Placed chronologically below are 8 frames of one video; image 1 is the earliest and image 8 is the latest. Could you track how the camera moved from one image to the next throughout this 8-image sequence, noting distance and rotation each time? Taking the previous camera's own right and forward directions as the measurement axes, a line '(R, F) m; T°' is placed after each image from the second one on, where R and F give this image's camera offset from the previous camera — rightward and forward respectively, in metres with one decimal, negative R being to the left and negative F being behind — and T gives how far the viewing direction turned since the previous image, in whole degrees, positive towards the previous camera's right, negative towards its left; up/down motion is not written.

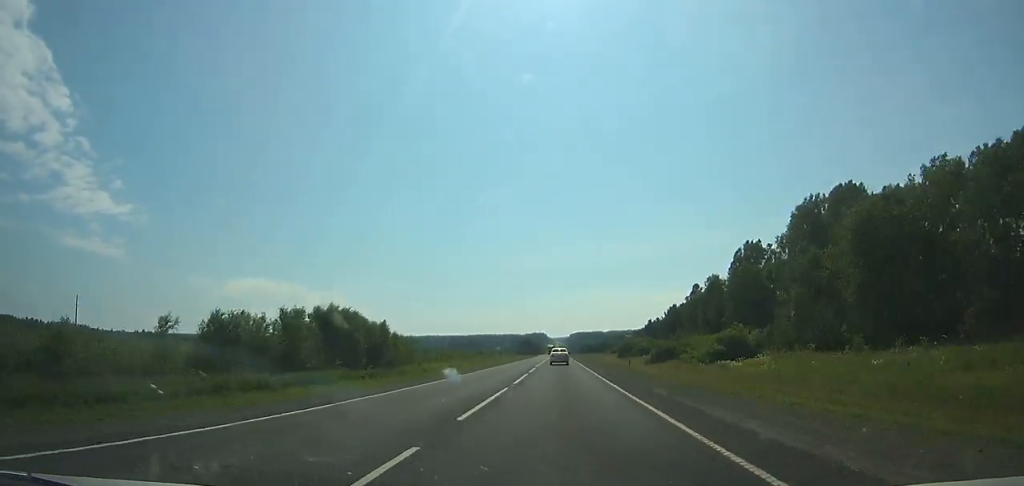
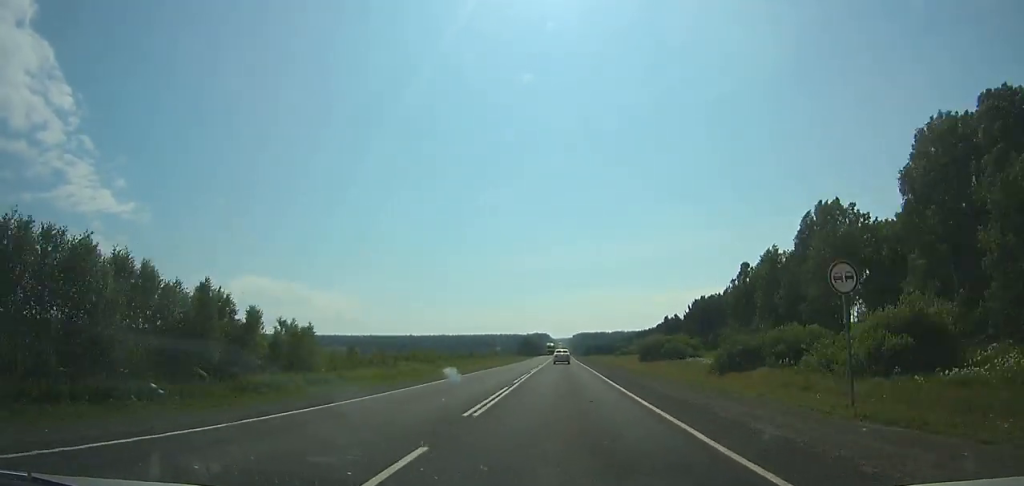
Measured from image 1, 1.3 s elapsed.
(+0.1, +36.5) m; 0°
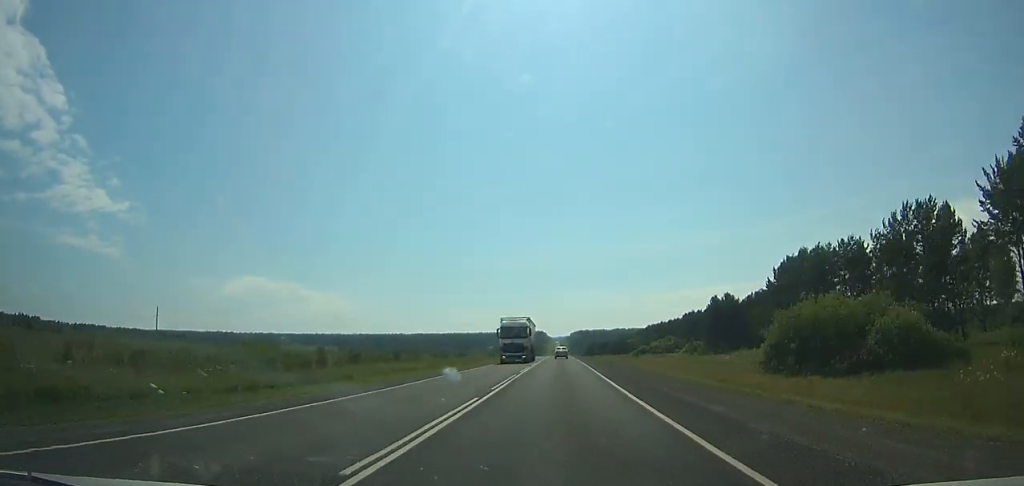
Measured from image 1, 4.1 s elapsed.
(0.0, +78.6) m; 0°
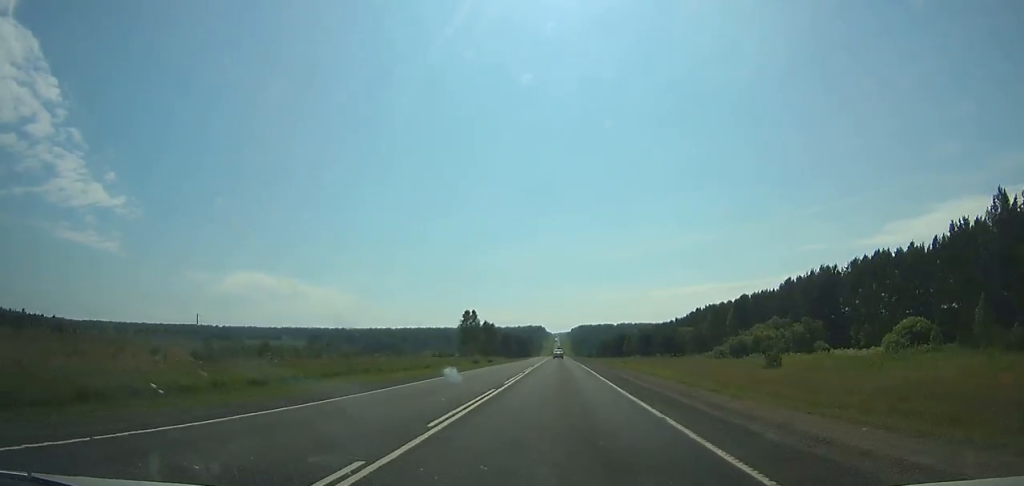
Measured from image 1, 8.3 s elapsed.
(-0.2, +117.8) m; 0°
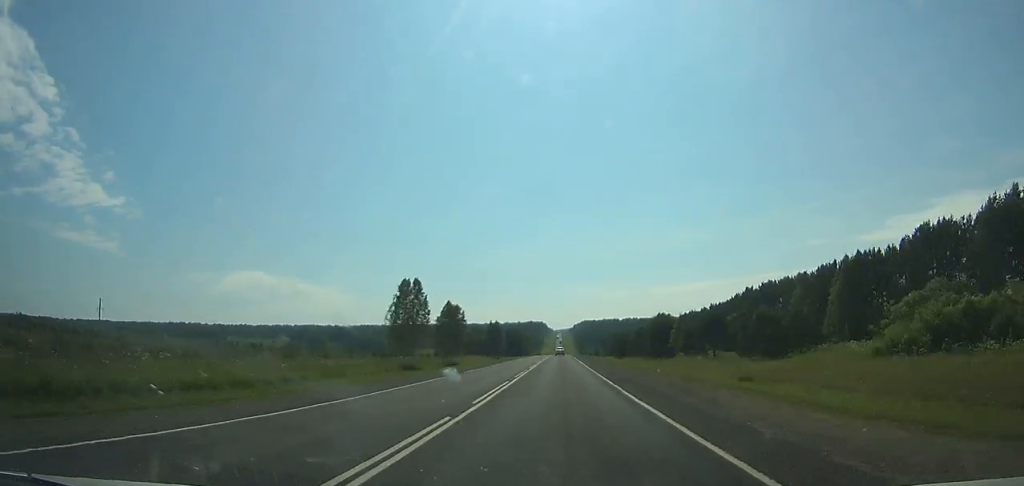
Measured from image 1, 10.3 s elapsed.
(0.0, +56.2) m; 0°
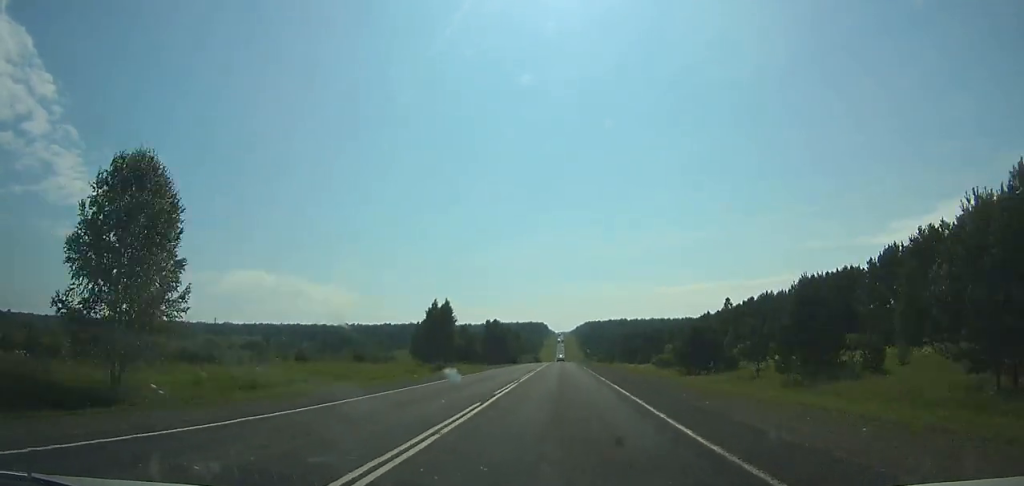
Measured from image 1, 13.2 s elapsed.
(-0.1, +81.5) m; 0°
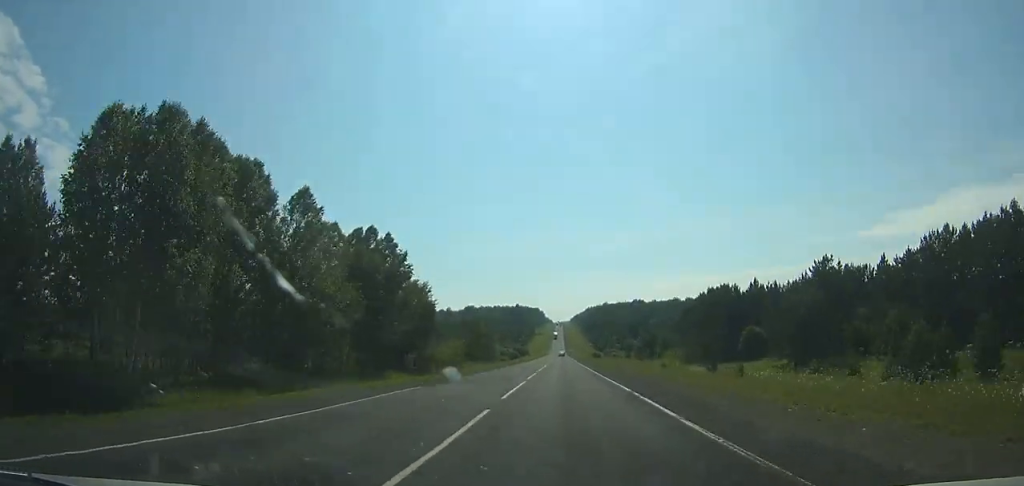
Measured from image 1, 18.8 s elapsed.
(-0.2, +158.0) m; 0°
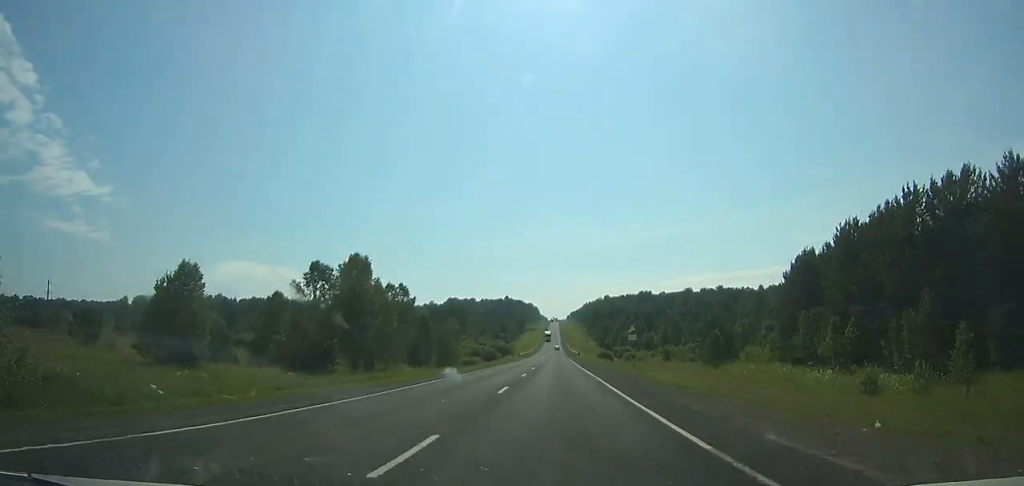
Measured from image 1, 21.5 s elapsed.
(+0.3, +76.1) m; 0°
